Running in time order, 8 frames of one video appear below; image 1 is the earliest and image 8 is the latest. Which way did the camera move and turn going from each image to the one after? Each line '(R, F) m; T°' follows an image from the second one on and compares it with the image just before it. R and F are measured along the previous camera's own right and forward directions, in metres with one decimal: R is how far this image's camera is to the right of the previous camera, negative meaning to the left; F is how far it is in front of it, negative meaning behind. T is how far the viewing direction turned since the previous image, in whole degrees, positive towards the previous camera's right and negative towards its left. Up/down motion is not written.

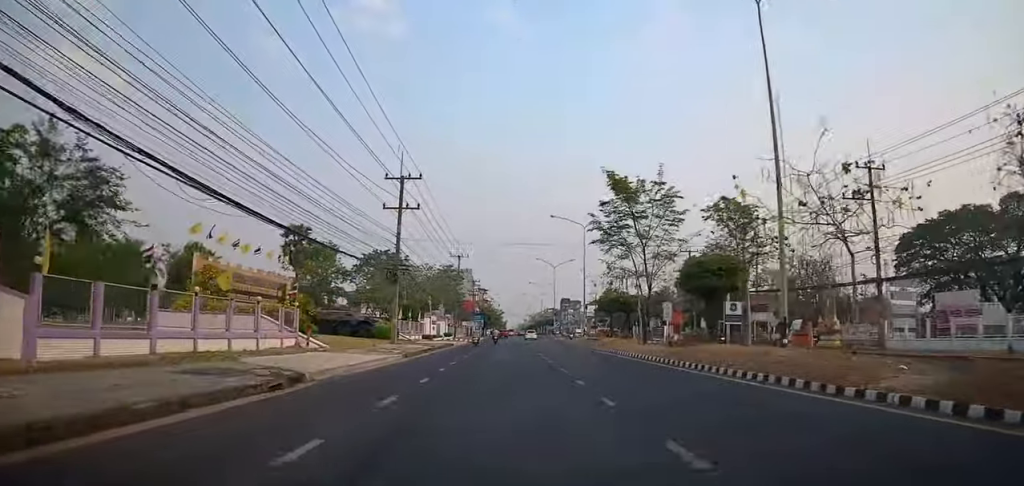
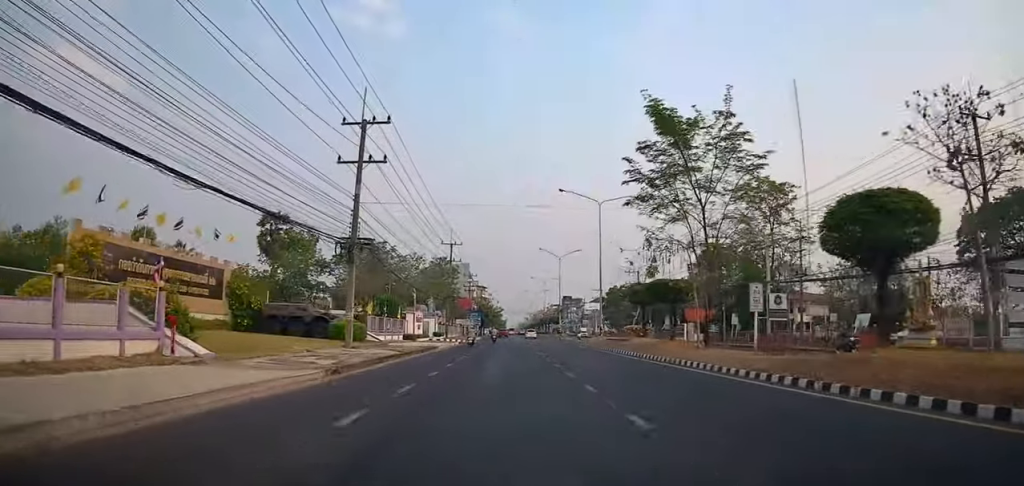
(+0.4, +10.2) m; +2°
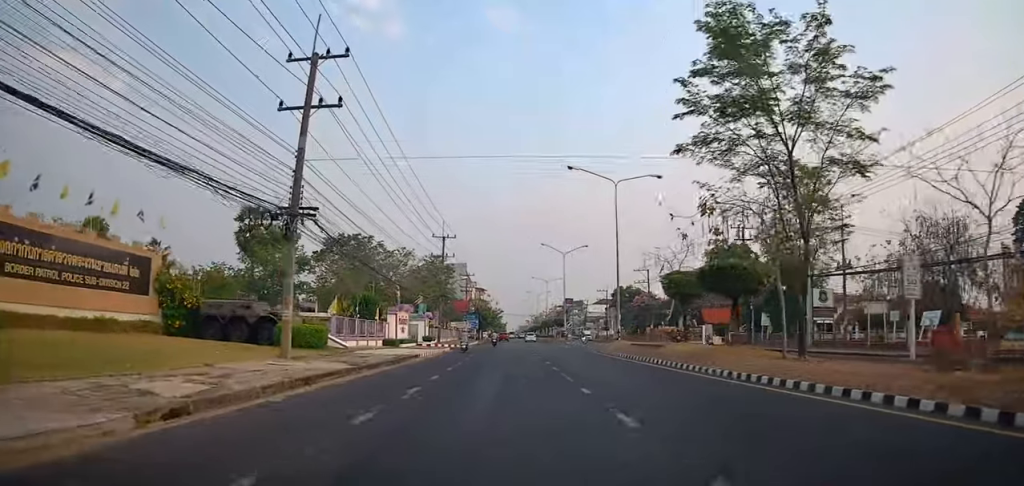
(0.0, +7.5) m; 0°
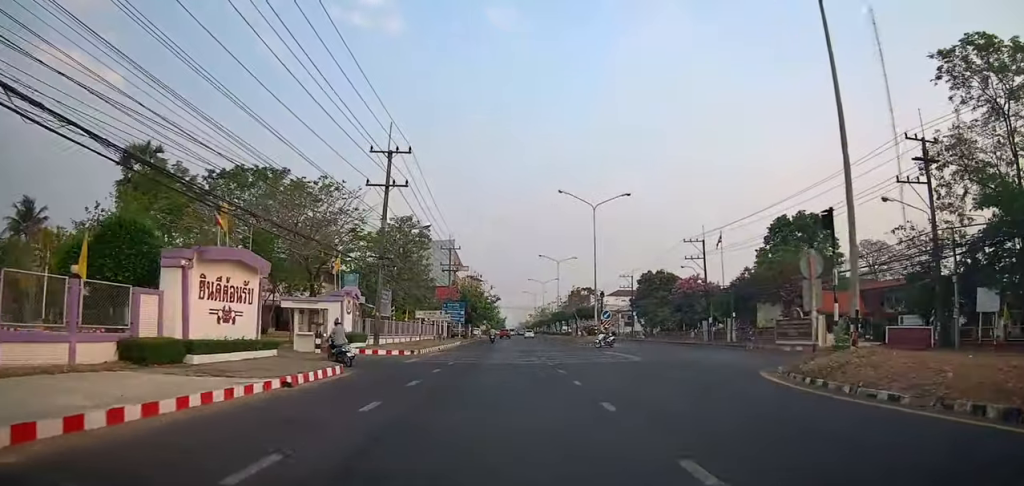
(-1.3, +27.7) m; -3°
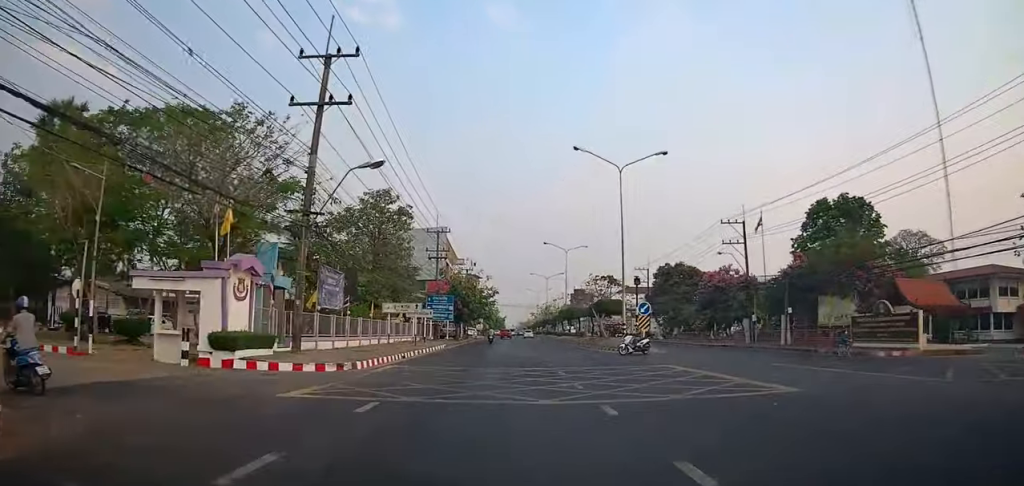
(+0.5, +12.4) m; 0°
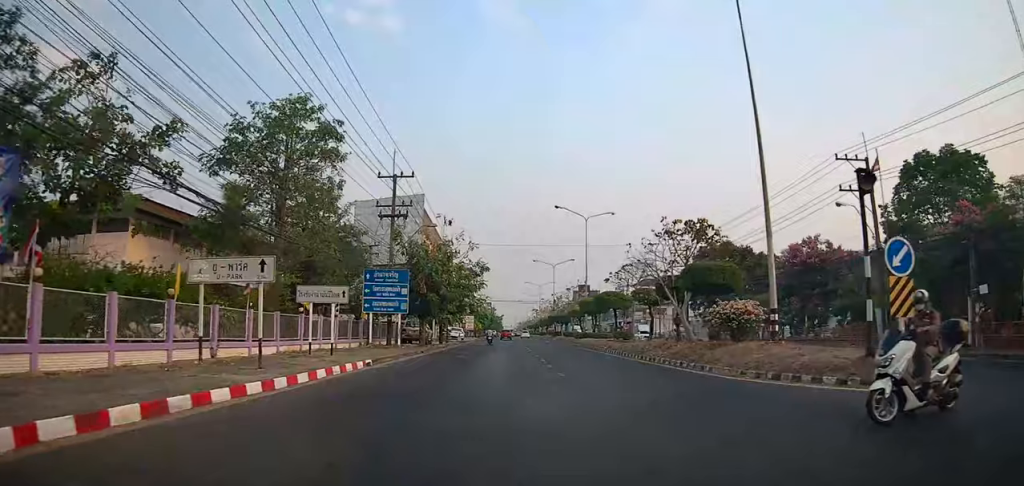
(-0.8, +22.3) m; -2°
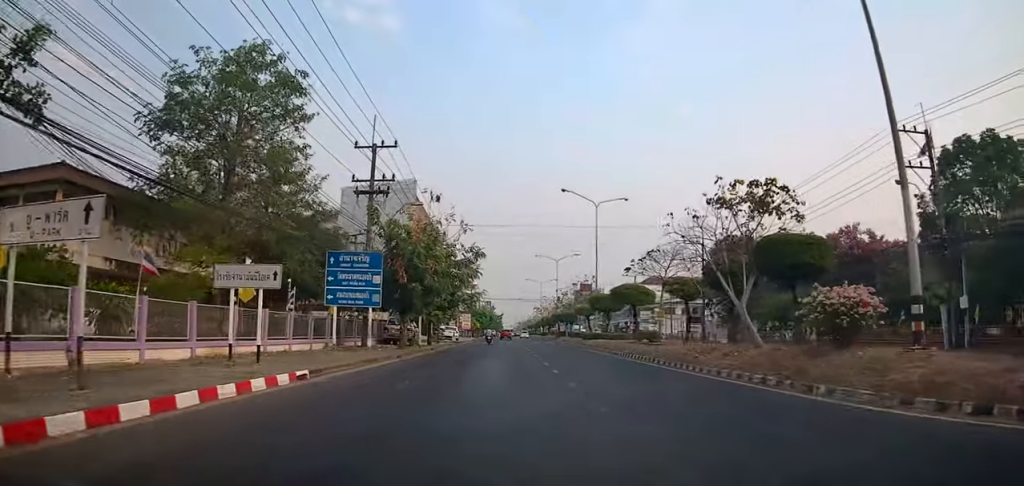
(-0.1, +6.3) m; +1°
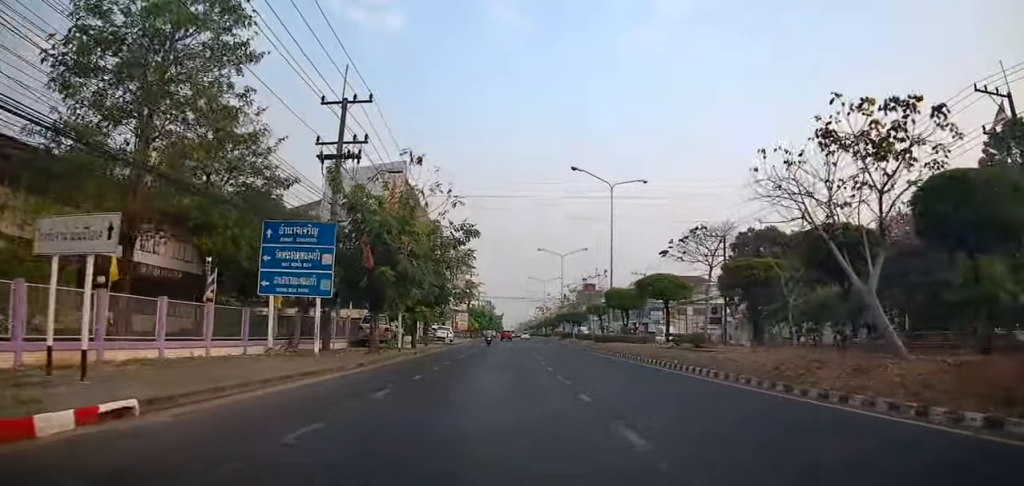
(+0.2, +6.7) m; 0°
